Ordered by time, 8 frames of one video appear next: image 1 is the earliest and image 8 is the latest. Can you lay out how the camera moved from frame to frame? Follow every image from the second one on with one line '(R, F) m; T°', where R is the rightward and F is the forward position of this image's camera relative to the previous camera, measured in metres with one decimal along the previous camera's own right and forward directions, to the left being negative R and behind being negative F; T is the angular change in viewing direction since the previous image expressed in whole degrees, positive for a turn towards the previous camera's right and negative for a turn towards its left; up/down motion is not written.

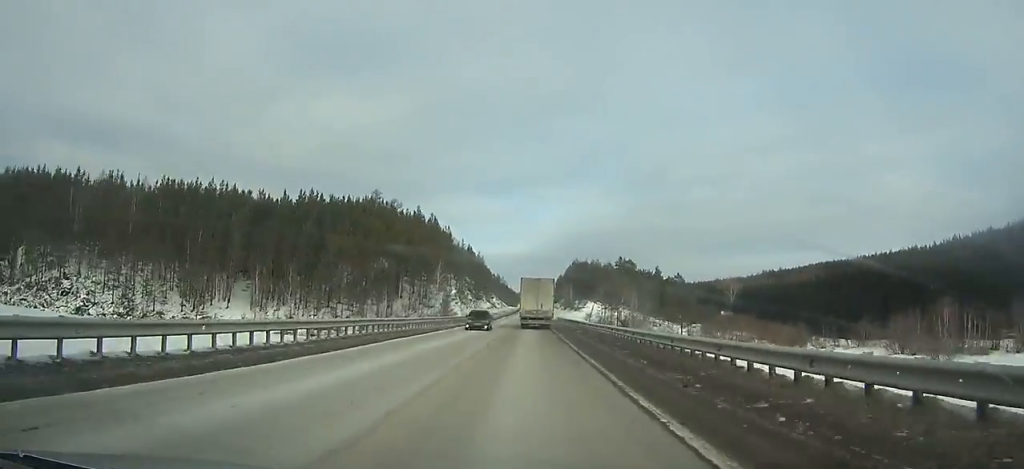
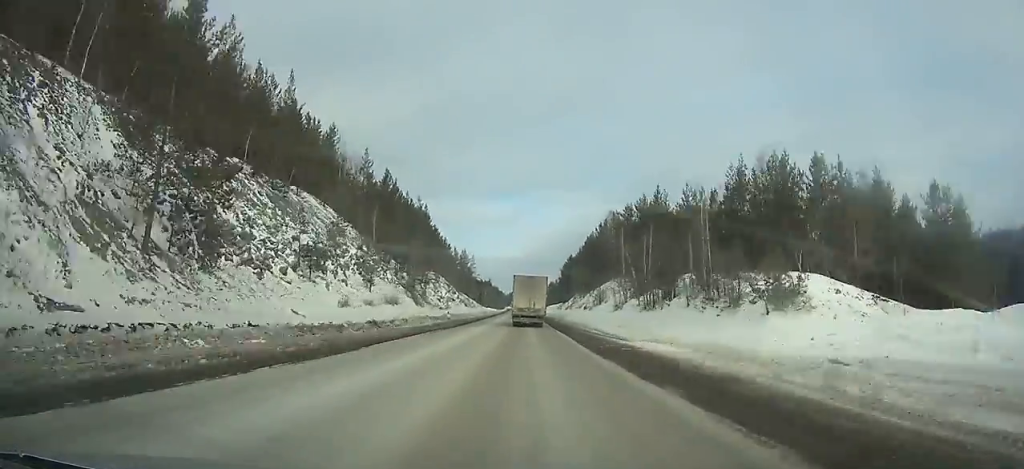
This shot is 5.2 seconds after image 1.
(0.0, +118.5) m; 0°
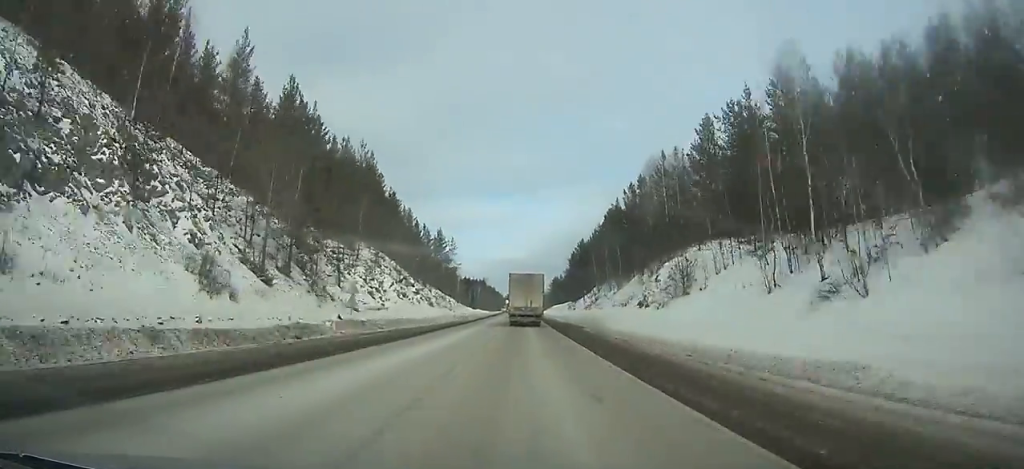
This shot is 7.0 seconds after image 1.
(+0.1, +41.2) m; 0°
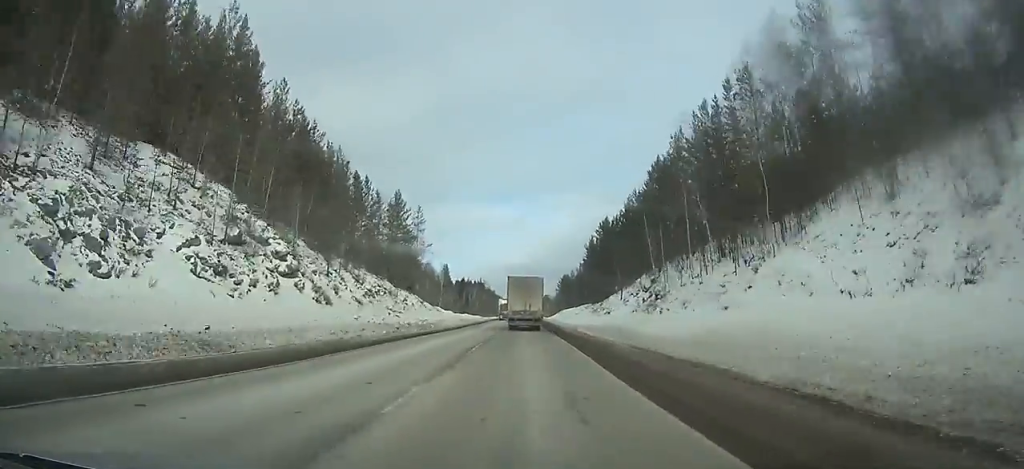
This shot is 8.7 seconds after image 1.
(+0.3, +38.9) m; 0°
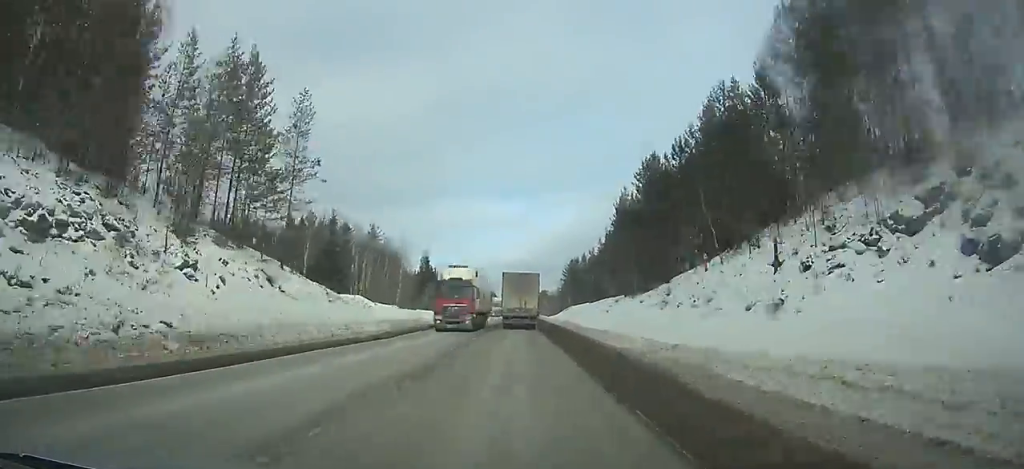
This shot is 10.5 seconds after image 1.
(-0.1, +41.0) m; 0°
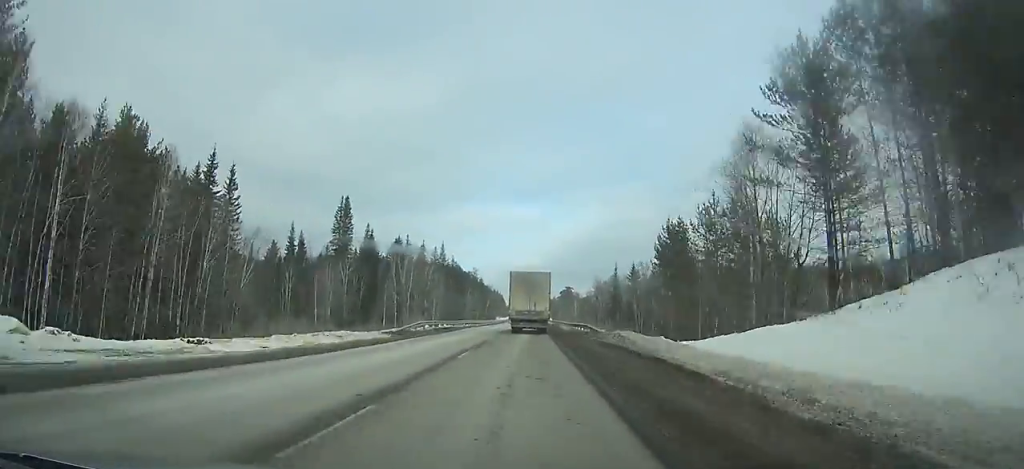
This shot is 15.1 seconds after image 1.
(-0.7, +103.7) m; -1°
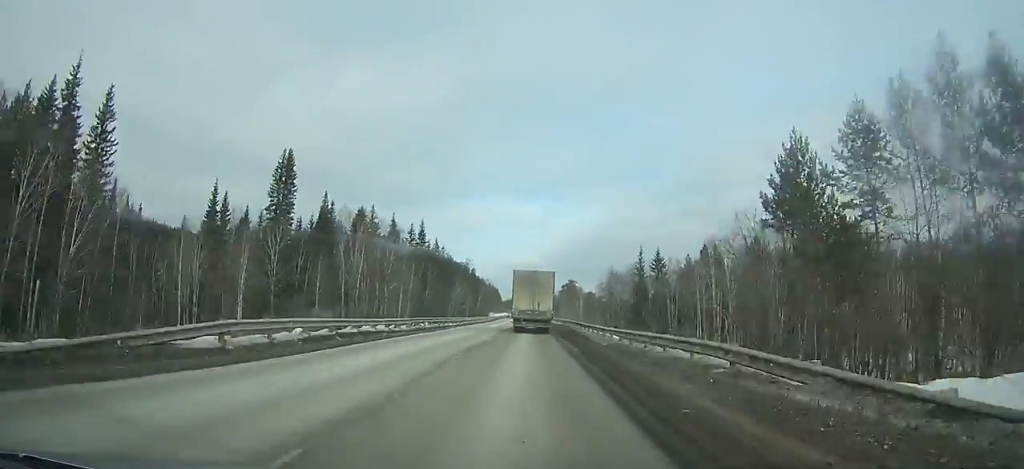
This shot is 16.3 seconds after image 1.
(-0.1, +26.5) m; 0°
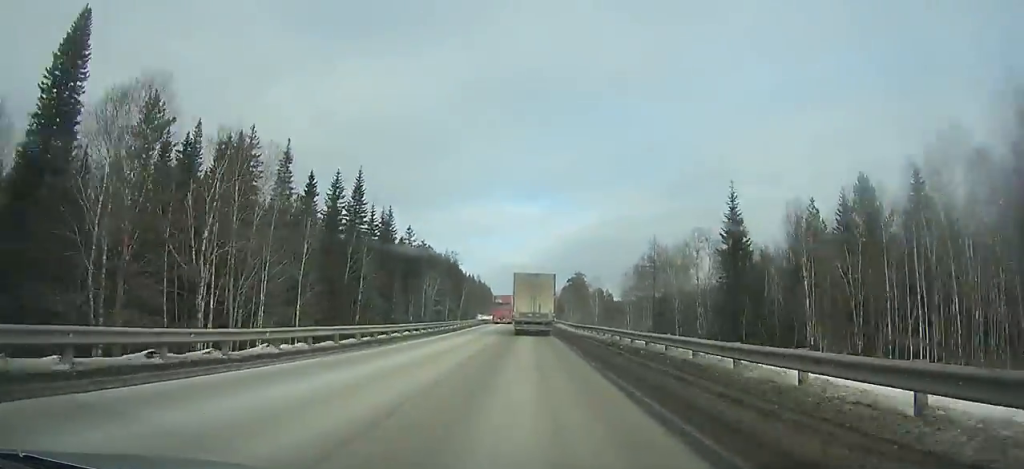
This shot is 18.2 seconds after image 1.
(-0.1, +41.9) m; 0°
